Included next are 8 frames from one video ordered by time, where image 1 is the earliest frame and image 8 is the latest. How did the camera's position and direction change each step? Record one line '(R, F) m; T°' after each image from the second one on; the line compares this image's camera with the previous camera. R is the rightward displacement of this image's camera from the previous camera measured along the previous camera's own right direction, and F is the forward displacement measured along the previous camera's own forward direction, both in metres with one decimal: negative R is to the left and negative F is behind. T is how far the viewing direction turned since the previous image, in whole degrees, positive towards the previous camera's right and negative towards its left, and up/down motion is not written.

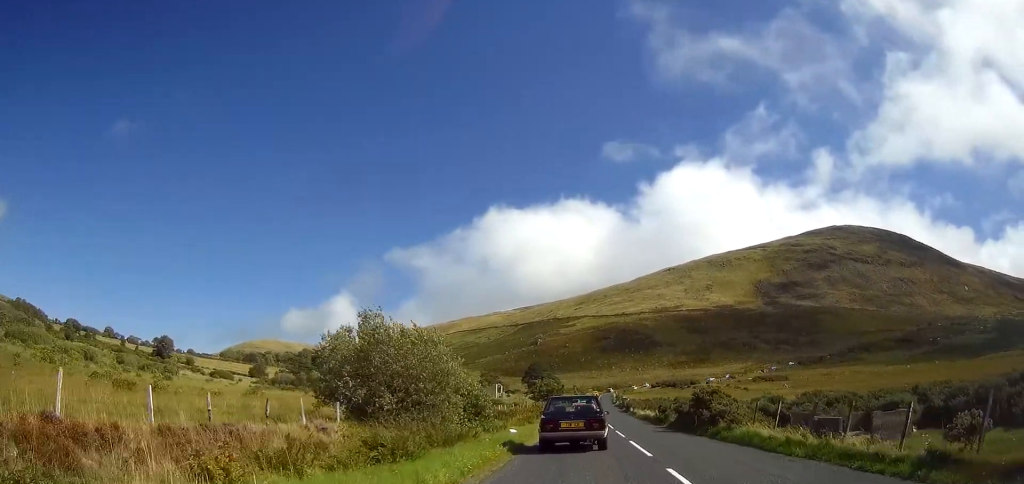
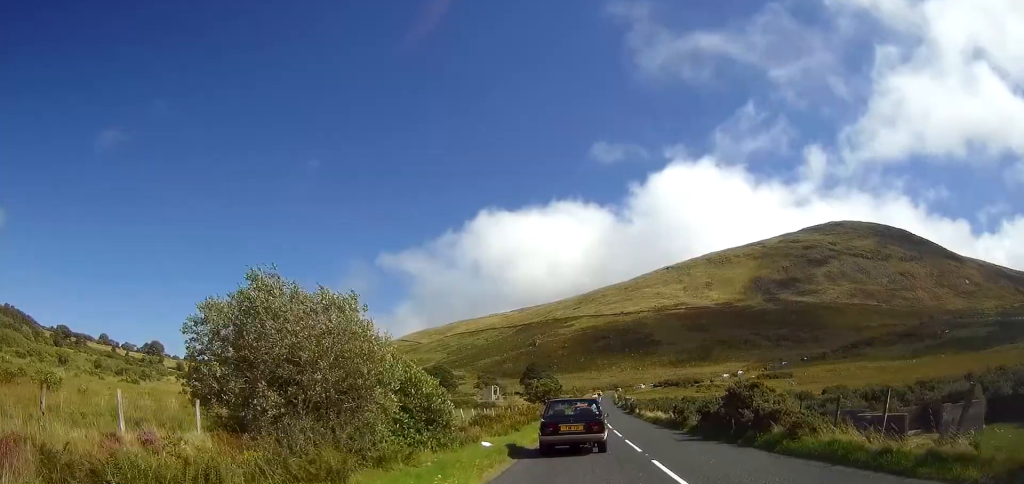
(0.0, +6.7) m; 0°
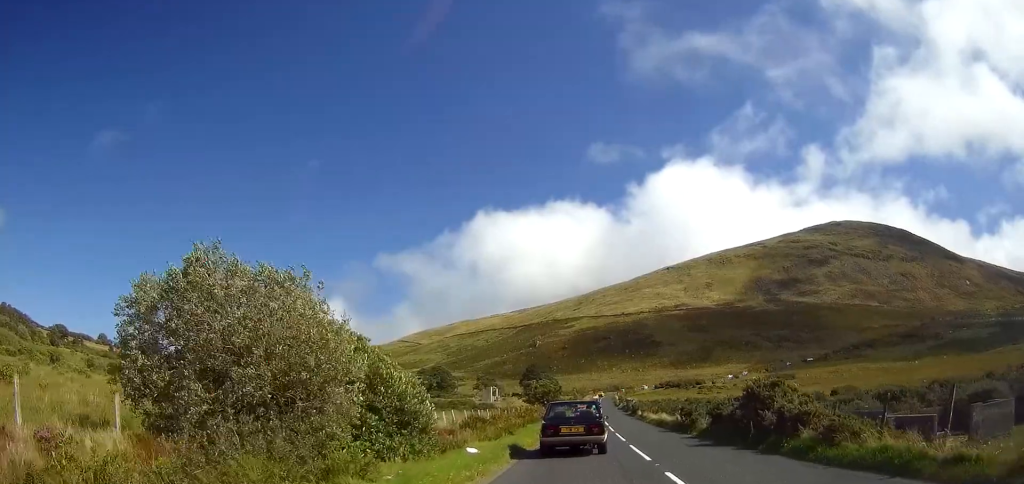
(0.0, +2.3) m; 0°
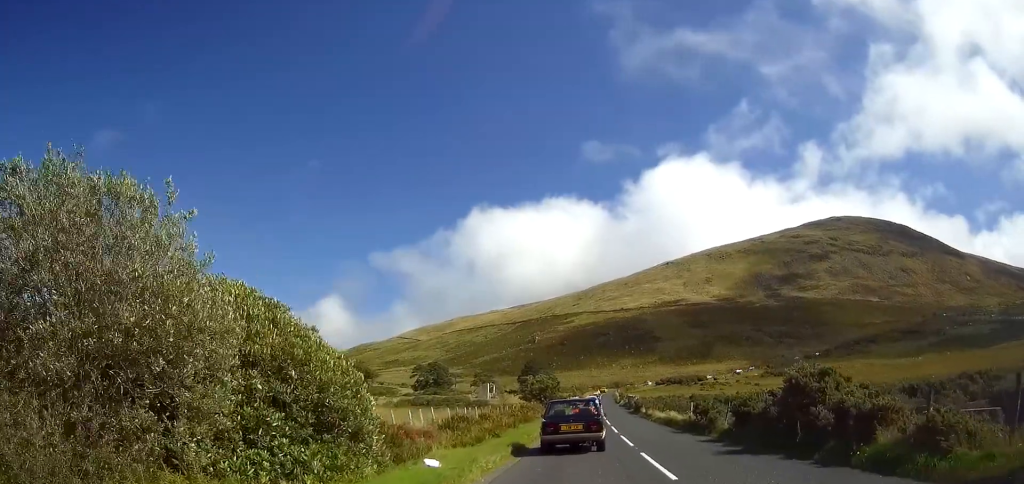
(0.0, +4.1) m; 0°
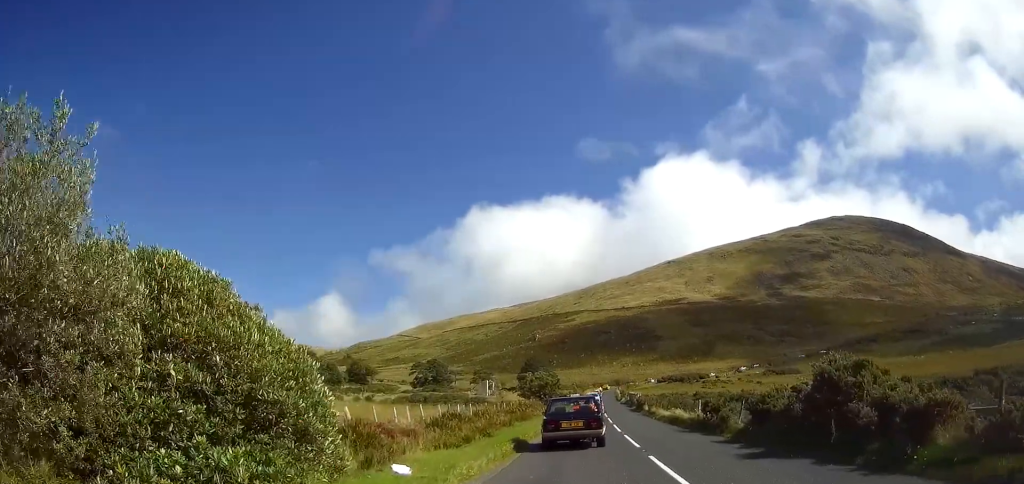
(0.0, +2.0) m; 0°
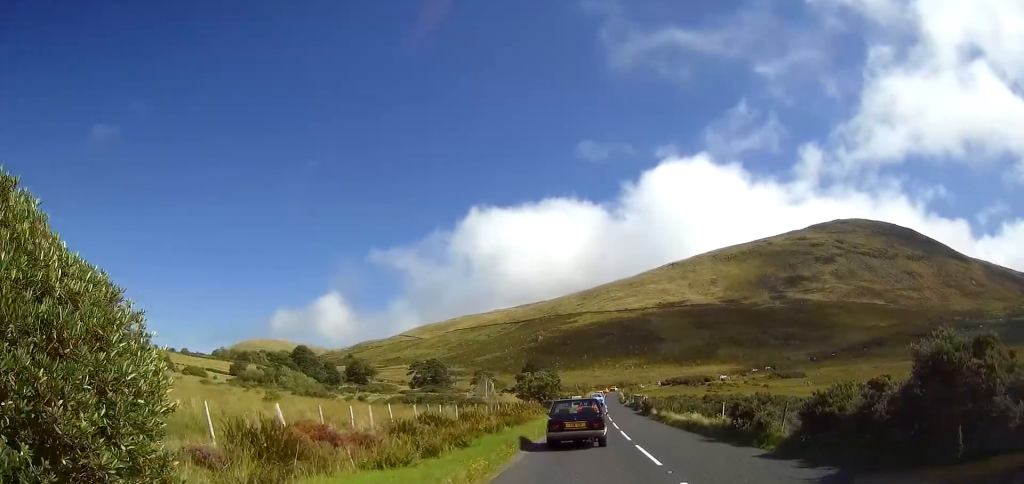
(0.0, +4.5) m; -1°
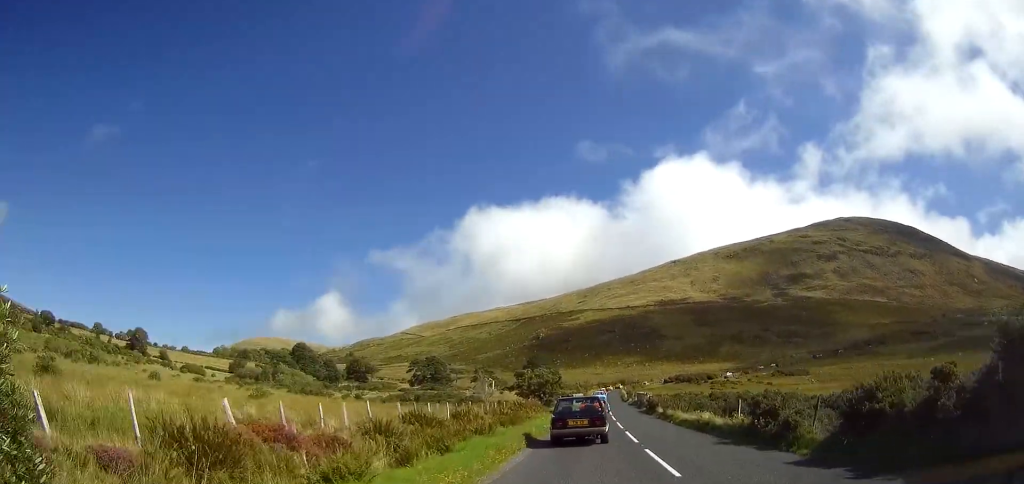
(0.0, +2.3) m; -1°
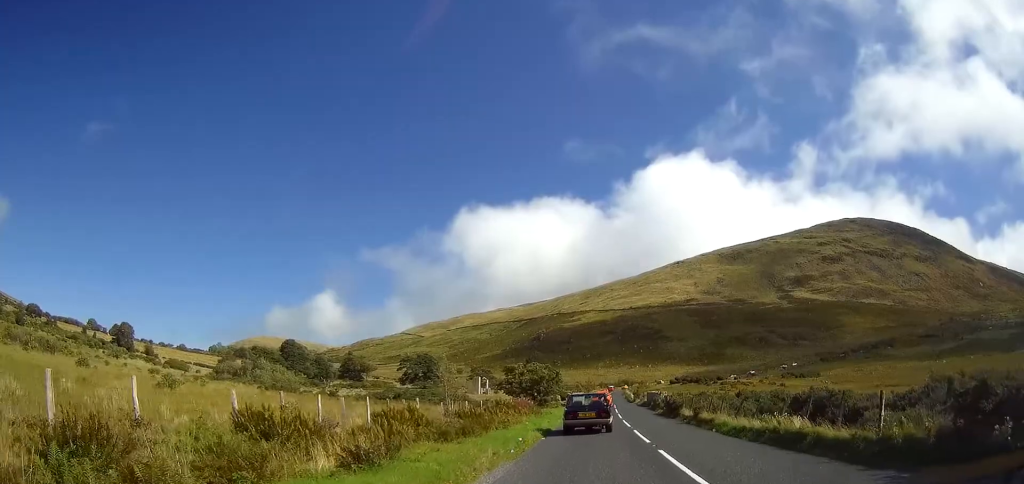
(-0.4, +10.9) m; -1°
